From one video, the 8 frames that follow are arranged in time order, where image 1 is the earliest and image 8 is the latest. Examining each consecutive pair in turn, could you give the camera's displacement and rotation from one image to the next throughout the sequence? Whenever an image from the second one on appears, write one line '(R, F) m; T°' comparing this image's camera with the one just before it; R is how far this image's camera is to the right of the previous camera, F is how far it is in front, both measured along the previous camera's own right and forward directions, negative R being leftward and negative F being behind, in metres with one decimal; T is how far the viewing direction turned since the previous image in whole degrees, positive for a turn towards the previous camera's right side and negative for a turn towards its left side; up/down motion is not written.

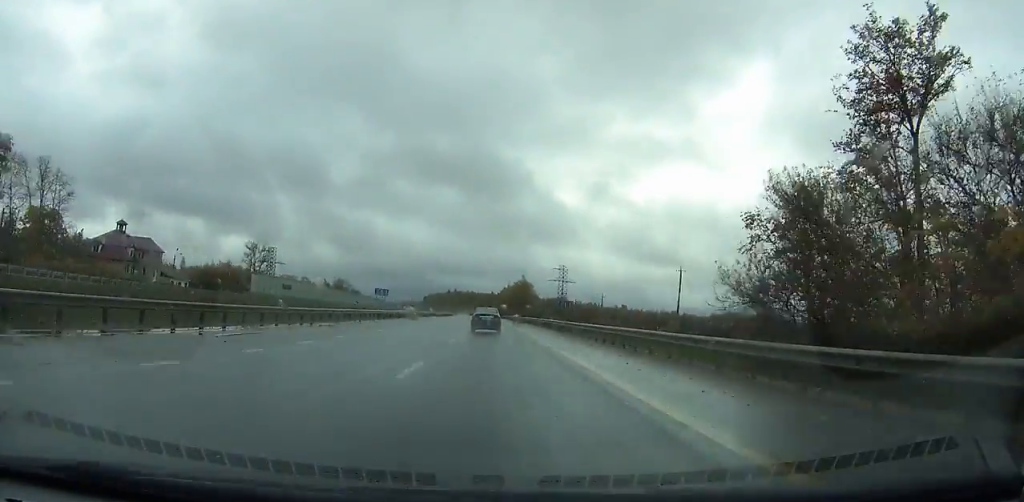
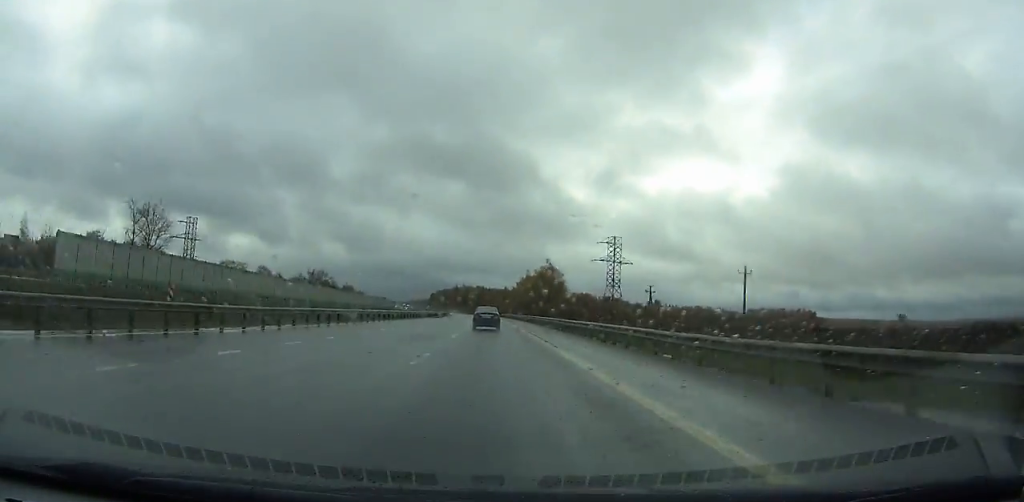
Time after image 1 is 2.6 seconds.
(-0.2, +68.2) m; -1°
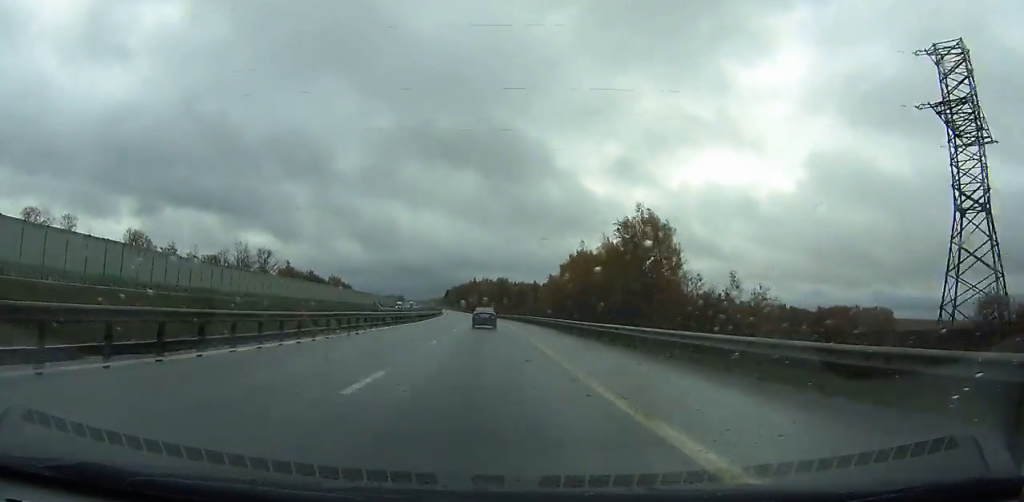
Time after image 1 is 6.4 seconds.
(-2.3, +100.7) m; -3°
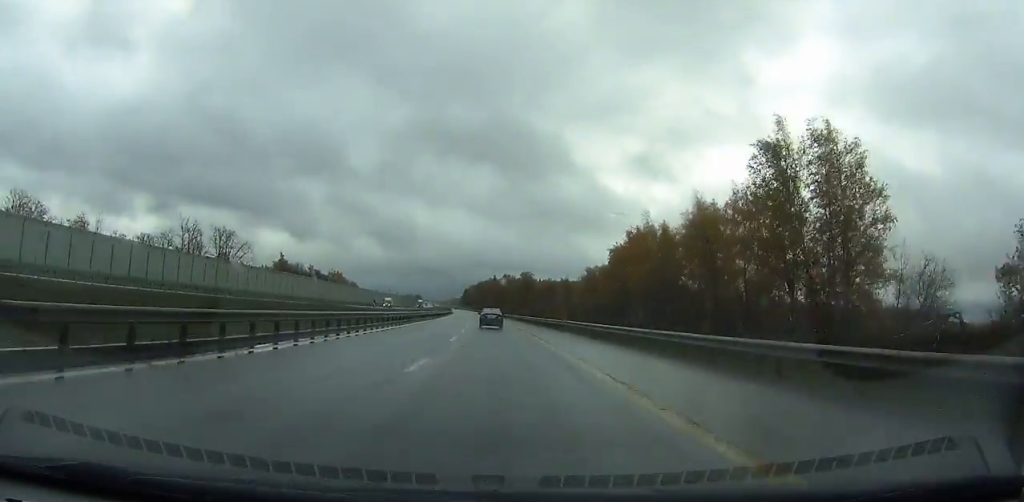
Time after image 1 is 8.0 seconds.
(-0.2, +43.1) m; -1°
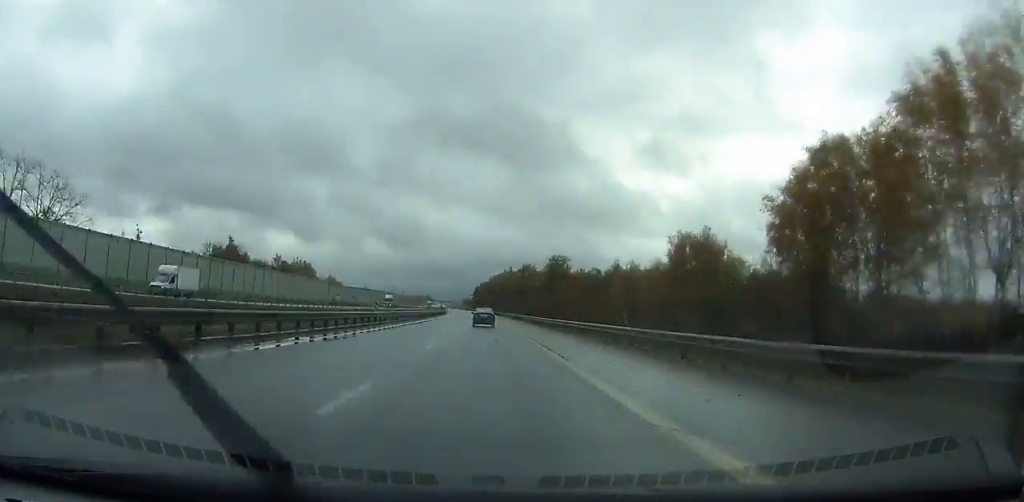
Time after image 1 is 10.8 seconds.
(-1.4, +77.3) m; -2°
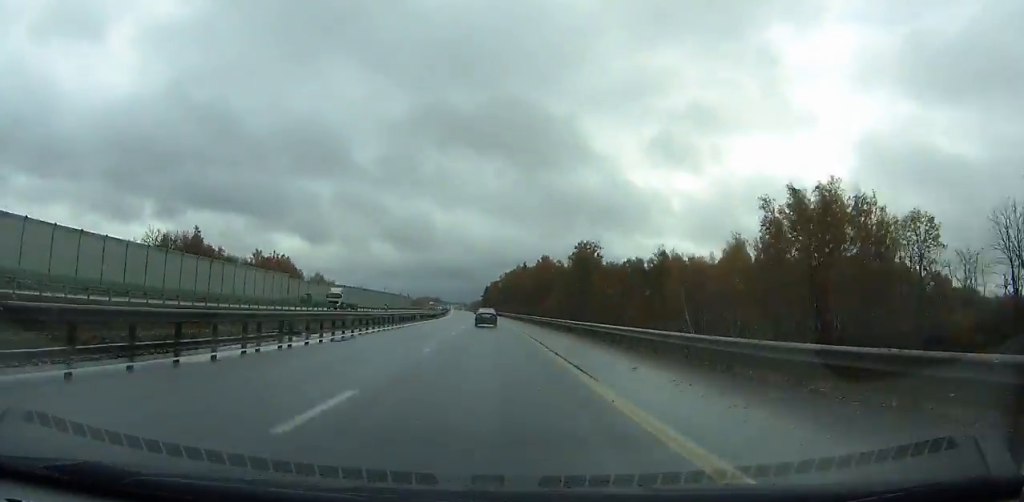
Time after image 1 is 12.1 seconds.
(-0.5, +37.0) m; -1°
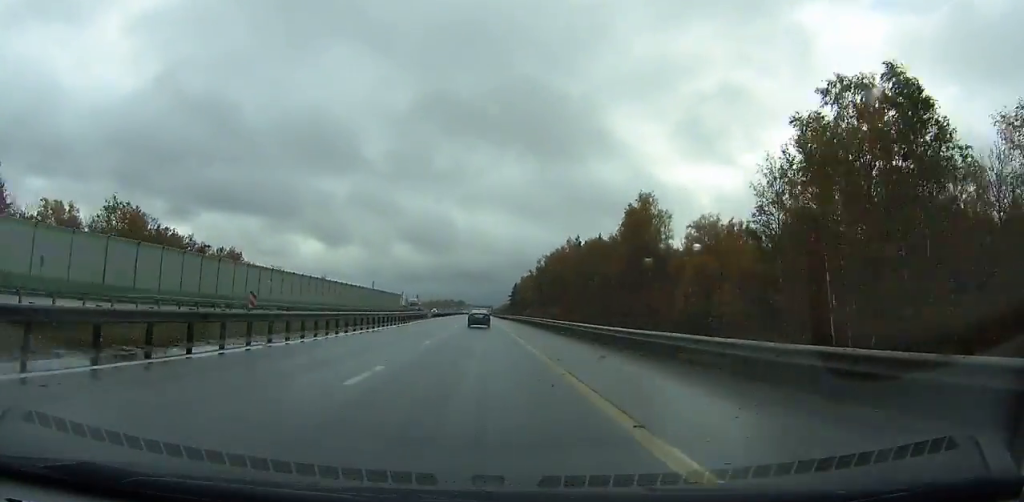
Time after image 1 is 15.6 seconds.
(-2.2, +100.9) m; -2°
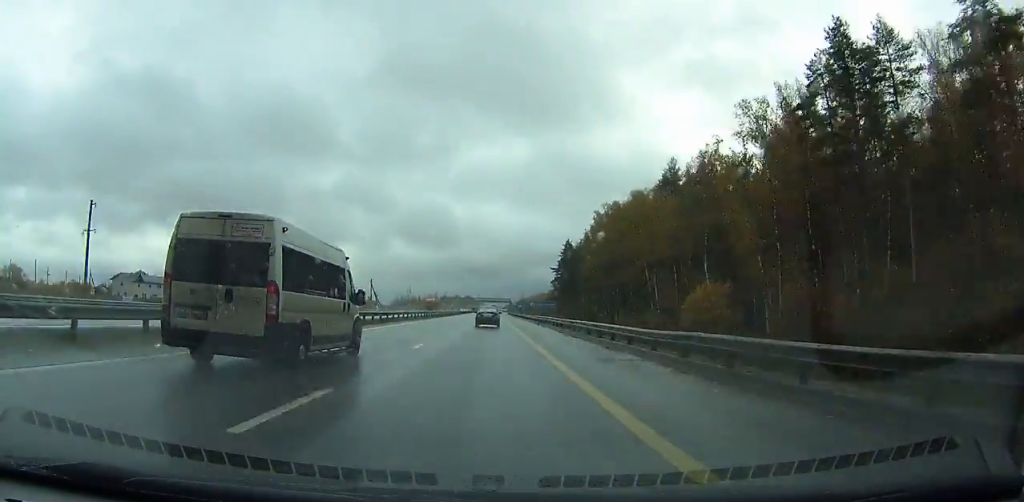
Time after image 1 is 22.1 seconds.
(-4.2, +191.6) m; -1°
